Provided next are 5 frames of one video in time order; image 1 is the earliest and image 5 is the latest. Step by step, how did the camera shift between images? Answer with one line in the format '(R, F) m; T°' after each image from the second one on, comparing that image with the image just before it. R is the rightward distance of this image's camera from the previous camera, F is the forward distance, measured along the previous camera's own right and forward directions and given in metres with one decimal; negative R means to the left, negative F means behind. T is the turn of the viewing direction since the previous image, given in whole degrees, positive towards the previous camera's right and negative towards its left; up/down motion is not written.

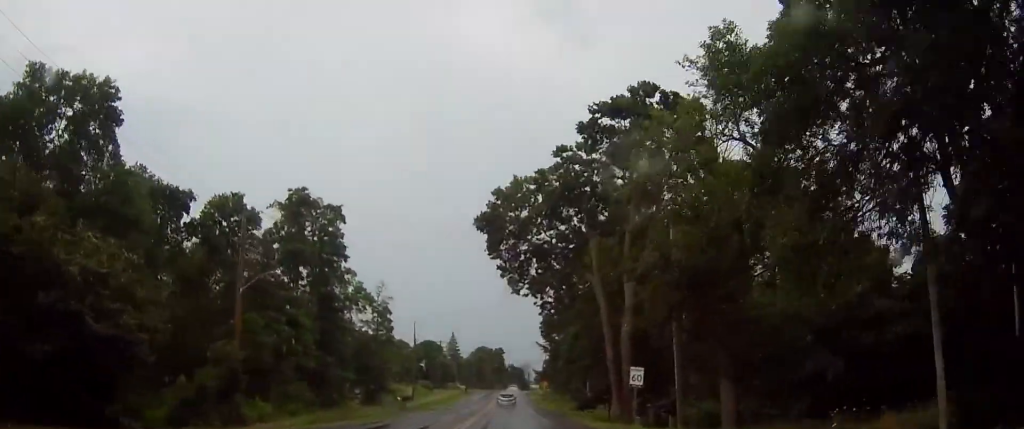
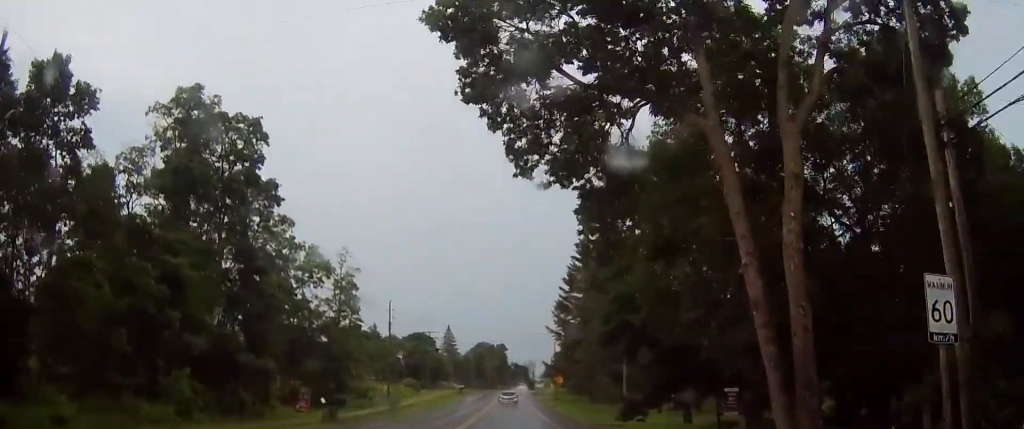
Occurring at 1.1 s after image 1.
(-0.2, +21.8) m; -1°
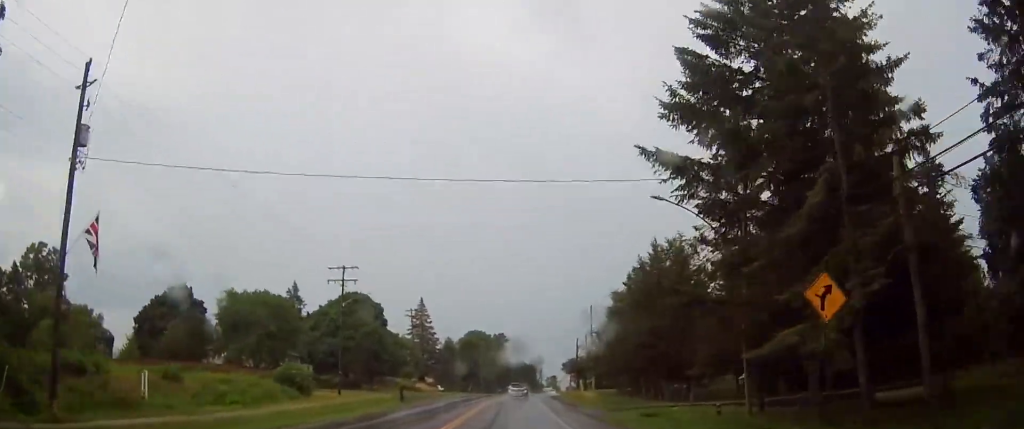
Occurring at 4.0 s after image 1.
(0.0, +57.1) m; 0°
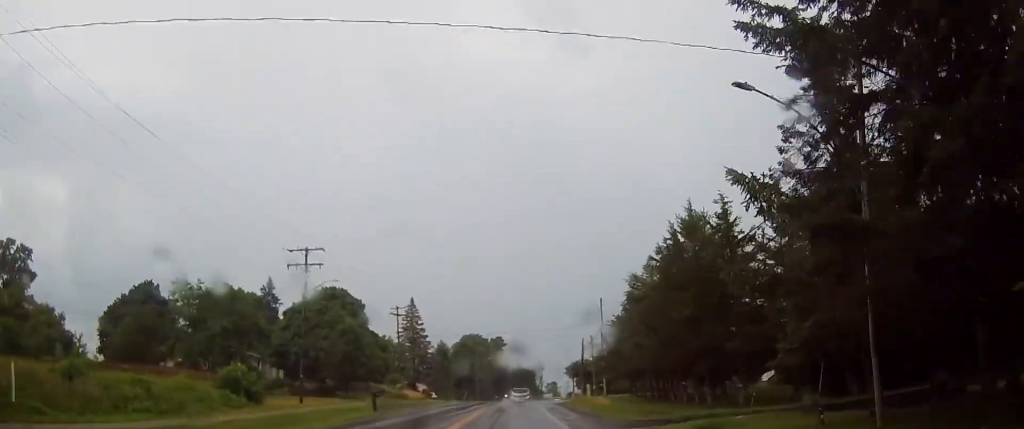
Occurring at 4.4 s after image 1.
(0.0, +9.3) m; 0°
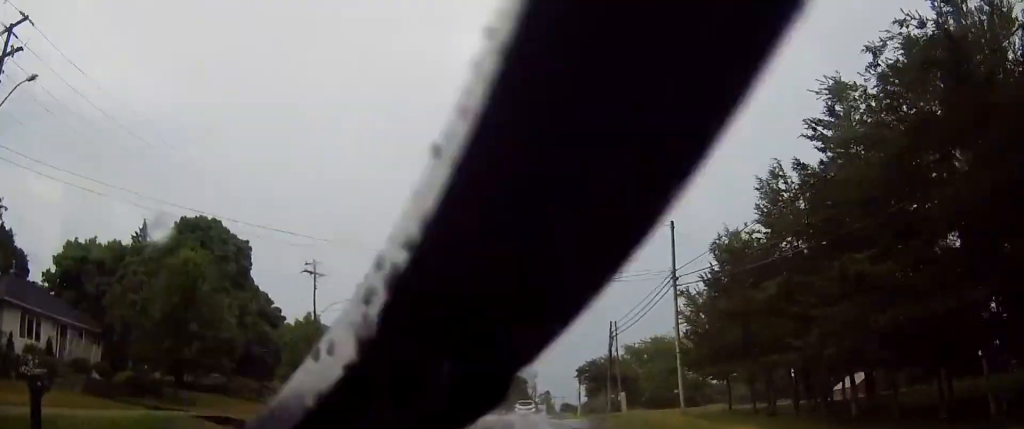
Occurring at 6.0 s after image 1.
(0.0, +30.5) m; +1°
